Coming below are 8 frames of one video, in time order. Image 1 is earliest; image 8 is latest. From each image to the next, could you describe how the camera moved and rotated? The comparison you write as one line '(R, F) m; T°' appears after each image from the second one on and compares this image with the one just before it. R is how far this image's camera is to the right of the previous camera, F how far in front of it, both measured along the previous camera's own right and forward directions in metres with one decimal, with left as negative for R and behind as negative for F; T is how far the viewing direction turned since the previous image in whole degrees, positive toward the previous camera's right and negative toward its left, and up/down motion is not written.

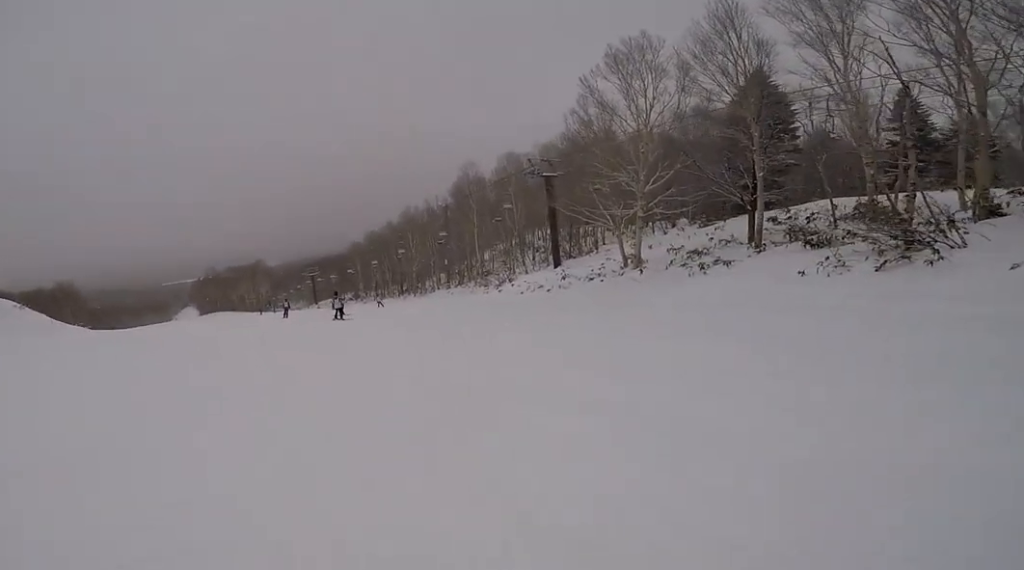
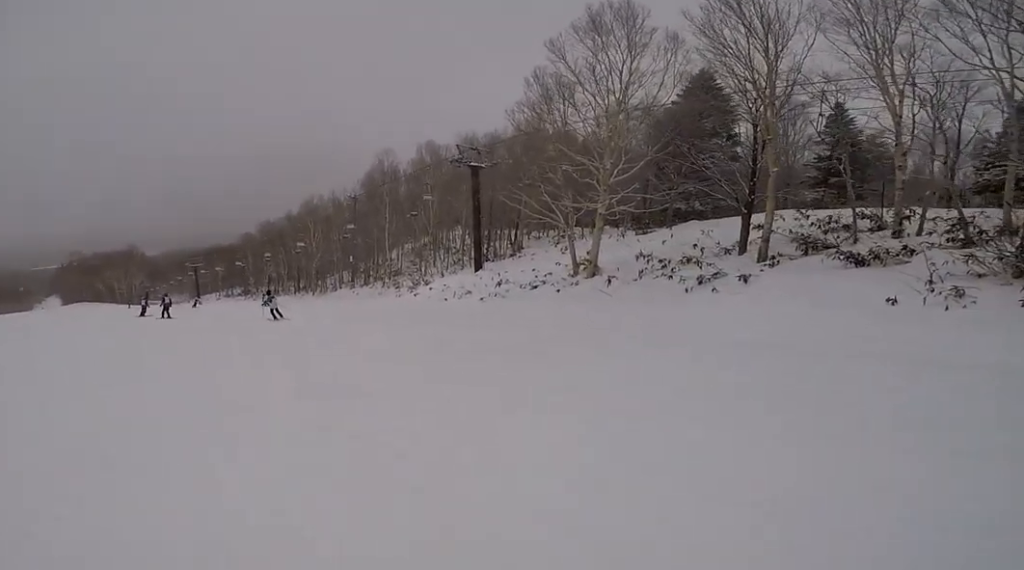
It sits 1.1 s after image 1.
(+0.2, +7.2) m; -4°
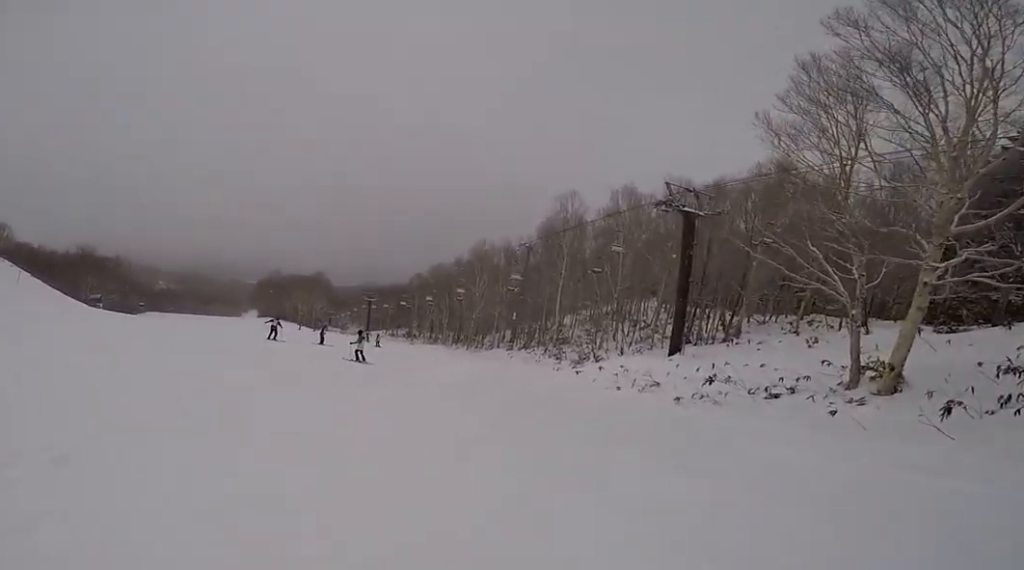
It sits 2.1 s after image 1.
(-0.8, +7.1) m; -15°
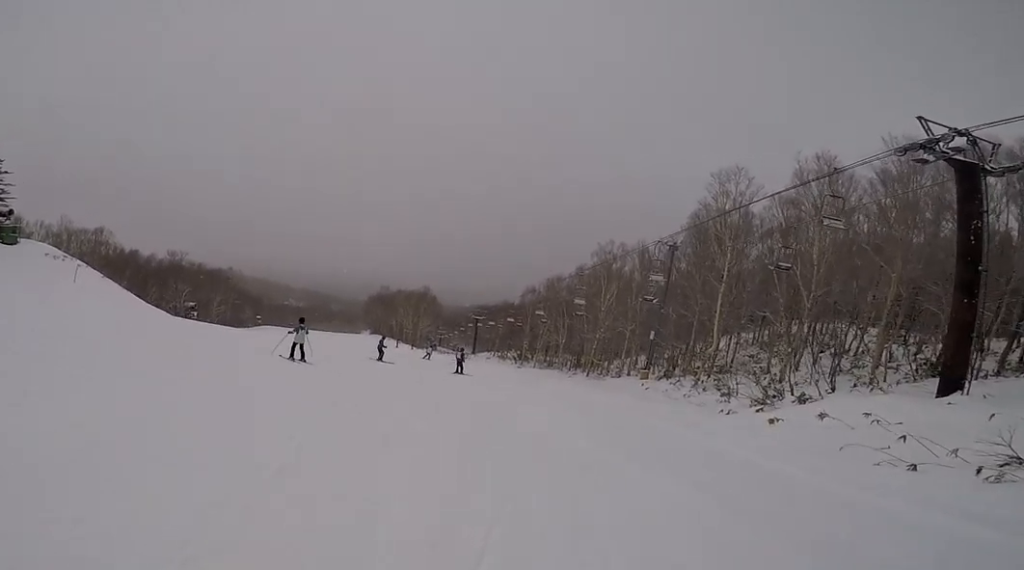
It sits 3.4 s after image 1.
(-1.0, +8.6) m; -2°
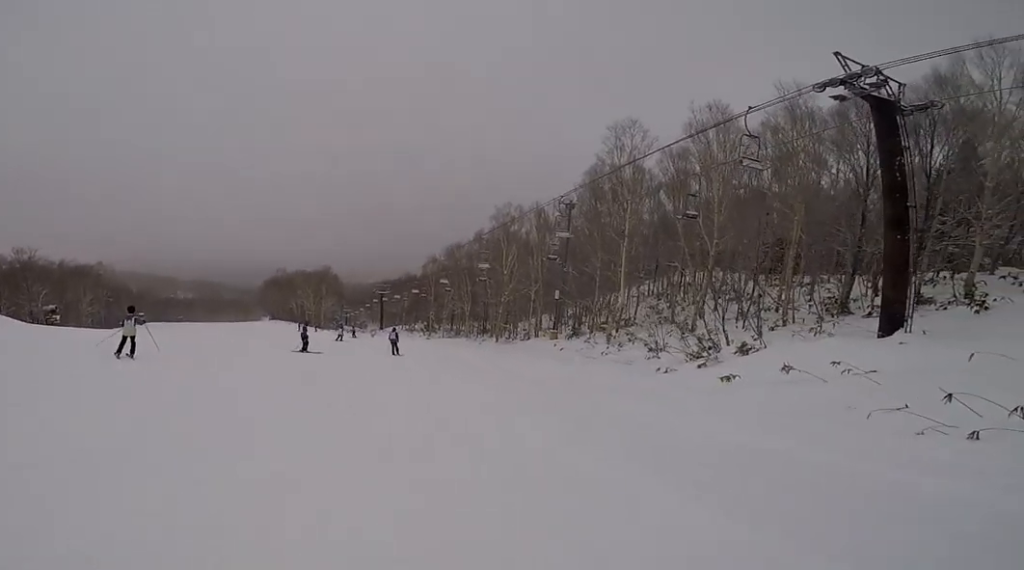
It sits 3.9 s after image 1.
(+0.4, +3.0) m; 0°
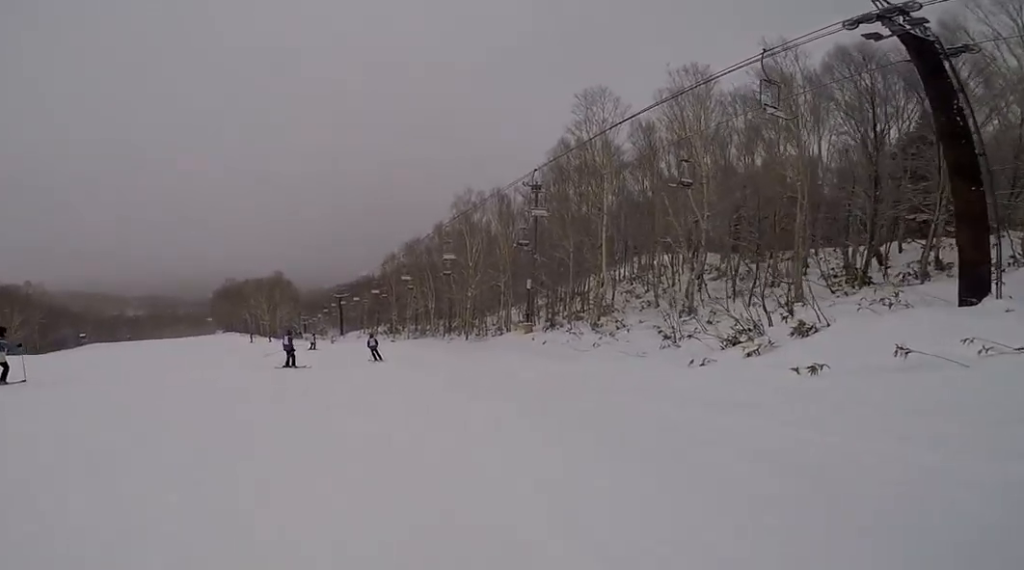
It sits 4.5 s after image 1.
(+0.1, +3.6) m; -6°
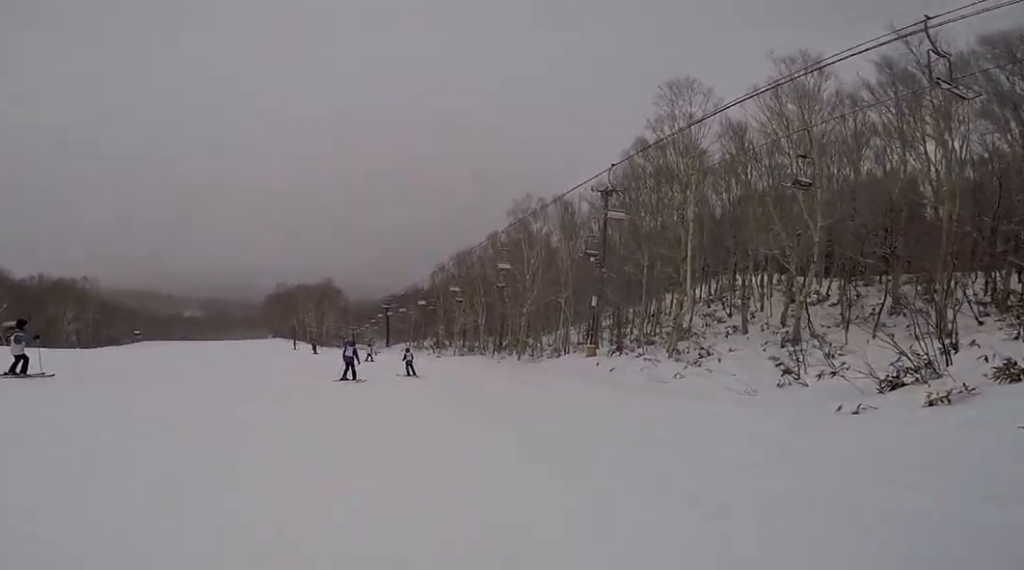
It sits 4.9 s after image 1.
(-0.1, +2.6) m; -10°
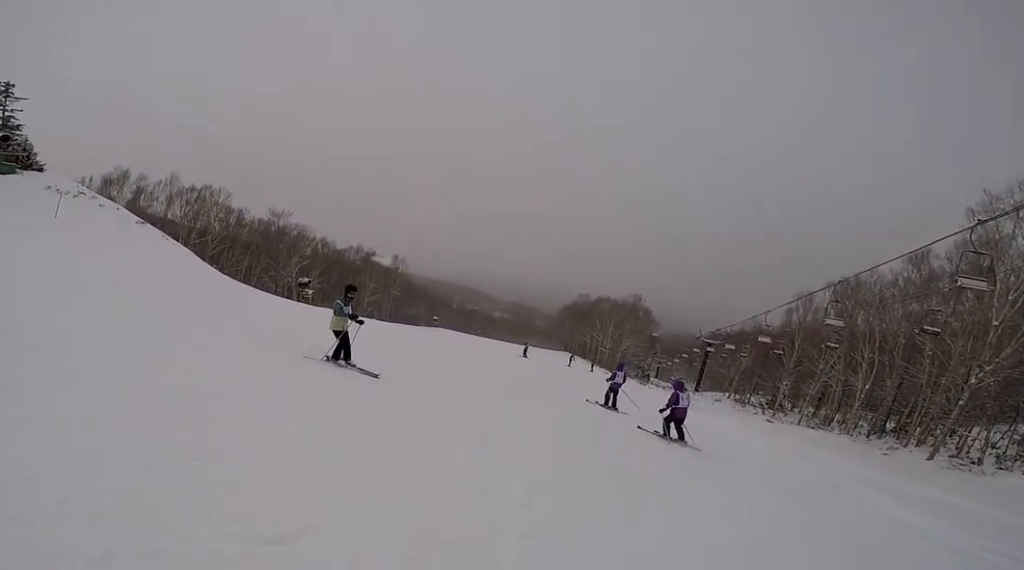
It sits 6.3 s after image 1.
(-2.3, +7.8) m; -26°
